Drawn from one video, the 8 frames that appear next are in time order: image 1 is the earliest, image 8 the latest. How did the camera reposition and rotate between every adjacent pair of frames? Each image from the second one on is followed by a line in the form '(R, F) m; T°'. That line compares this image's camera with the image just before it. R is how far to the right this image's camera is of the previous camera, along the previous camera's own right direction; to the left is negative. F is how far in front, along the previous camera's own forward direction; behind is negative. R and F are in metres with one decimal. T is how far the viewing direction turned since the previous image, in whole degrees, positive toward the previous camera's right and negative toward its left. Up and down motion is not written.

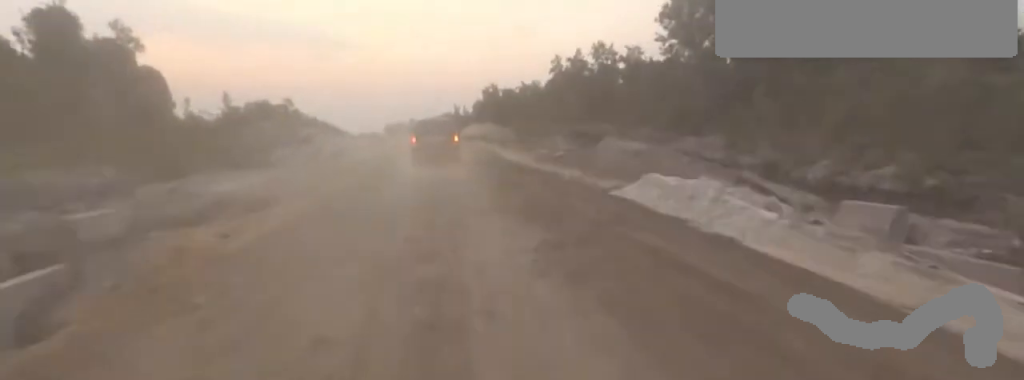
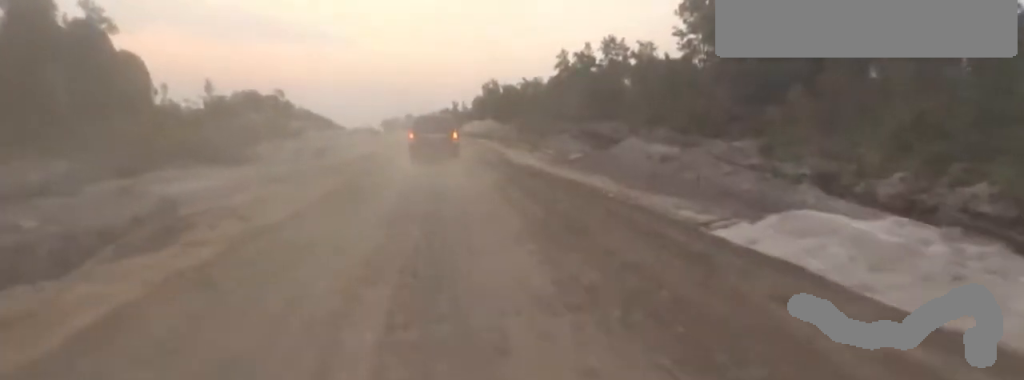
(+0.3, +4.8) m; -1°
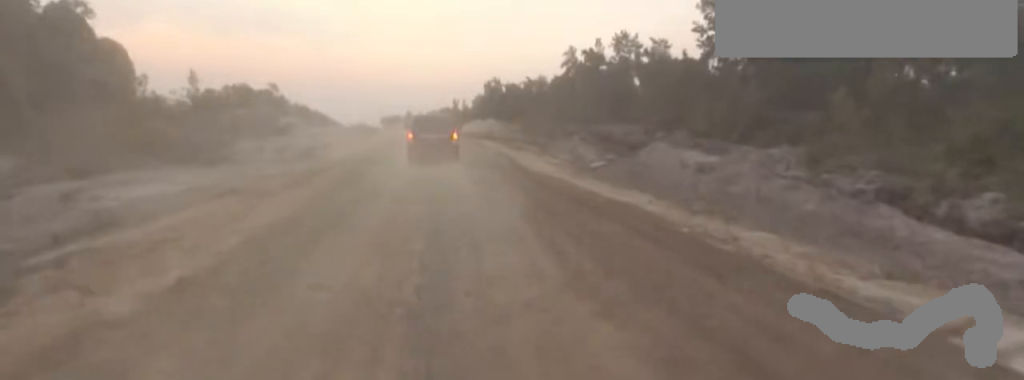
(+0.3, +4.3) m; -6°
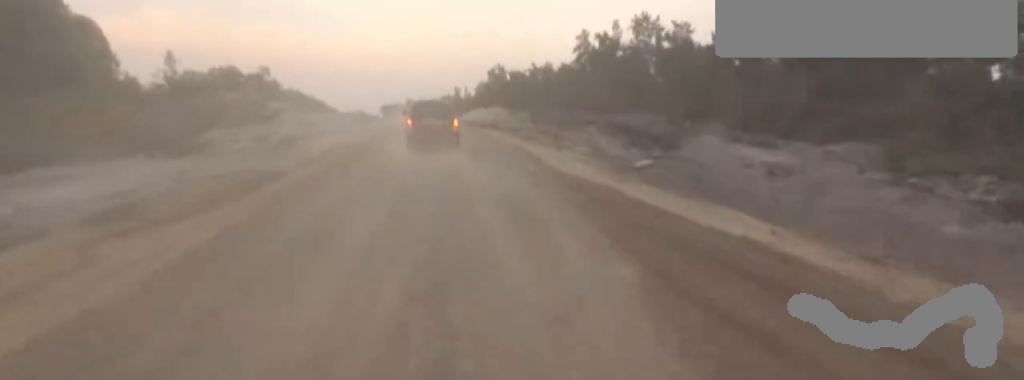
(-1.1, +5.6) m; -3°
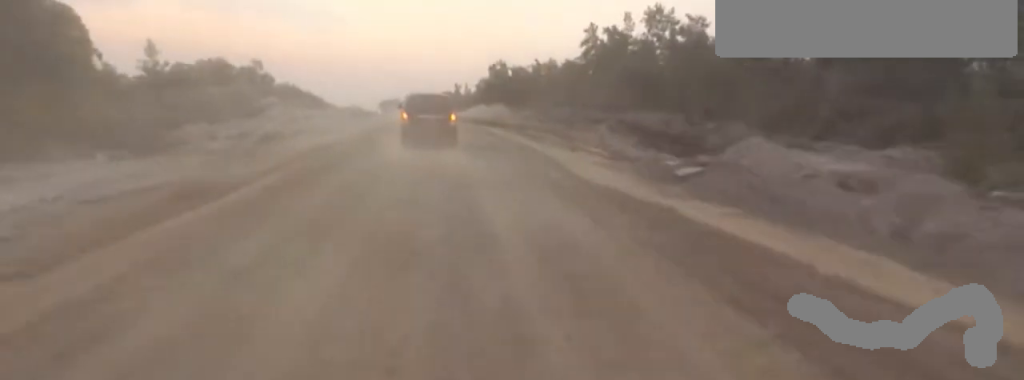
(+0.1, +3.9) m; -1°
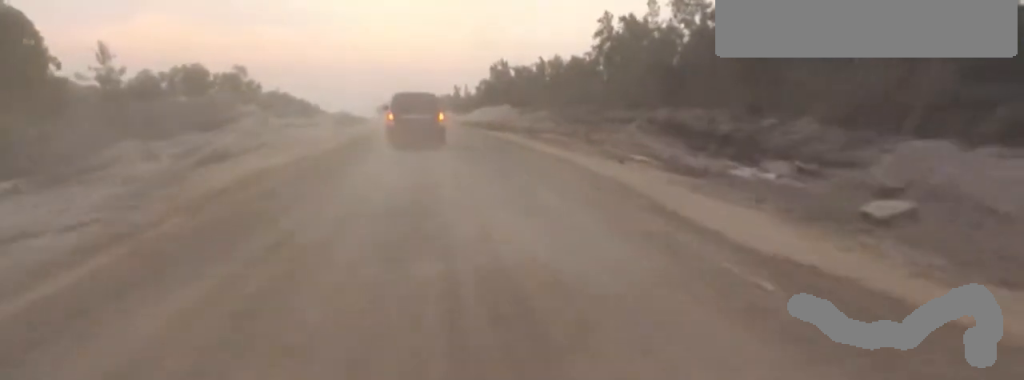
(+0.2, +7.8) m; +1°
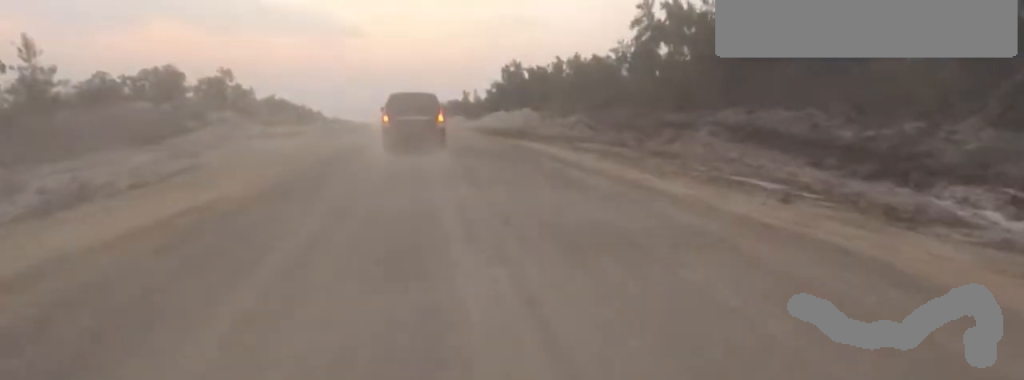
(+0.6, +10.1) m; 0°
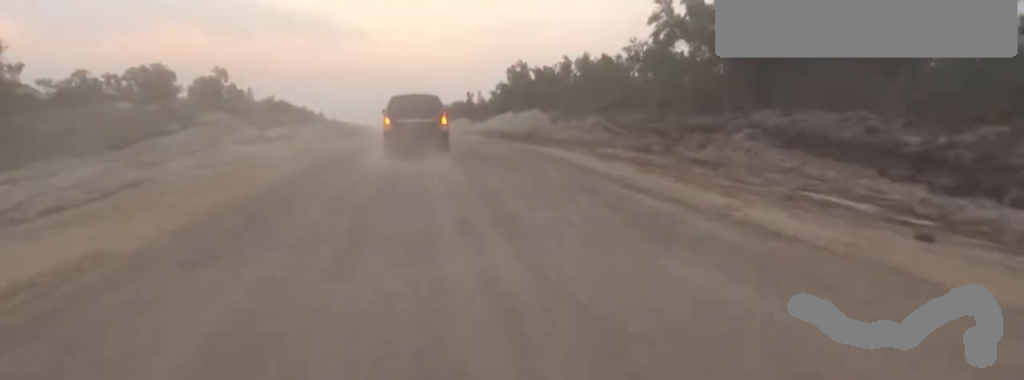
(-0.3, +3.7) m; -1°
